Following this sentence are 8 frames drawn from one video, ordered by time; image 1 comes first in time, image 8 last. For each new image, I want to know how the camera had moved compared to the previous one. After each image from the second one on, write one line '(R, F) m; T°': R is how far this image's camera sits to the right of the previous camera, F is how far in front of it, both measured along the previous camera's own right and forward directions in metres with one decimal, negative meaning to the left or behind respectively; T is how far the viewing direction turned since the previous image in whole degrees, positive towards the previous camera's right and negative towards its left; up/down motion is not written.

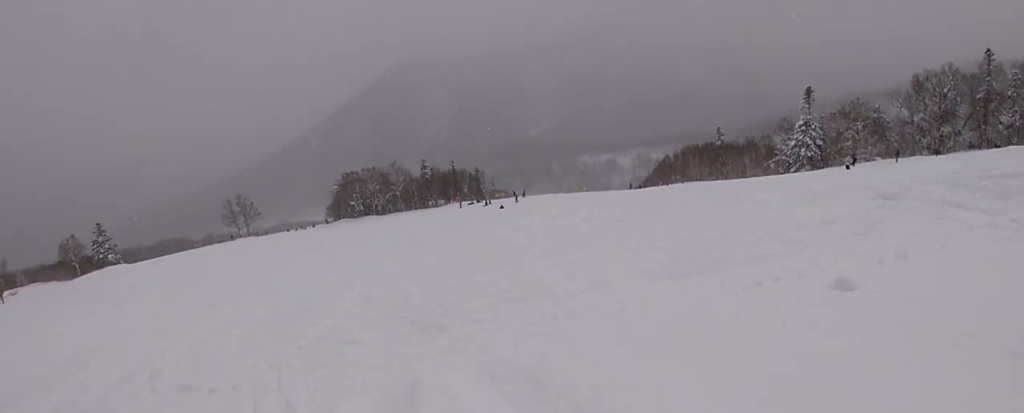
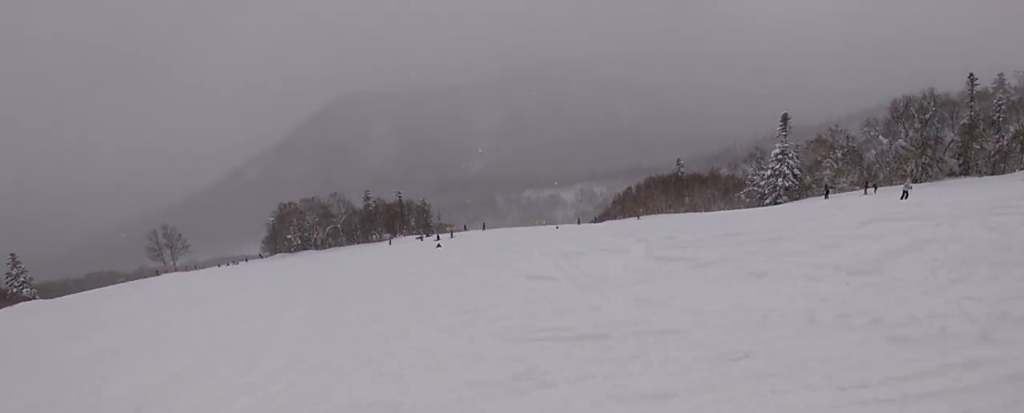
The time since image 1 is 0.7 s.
(-0.2, +10.0) m; -4°
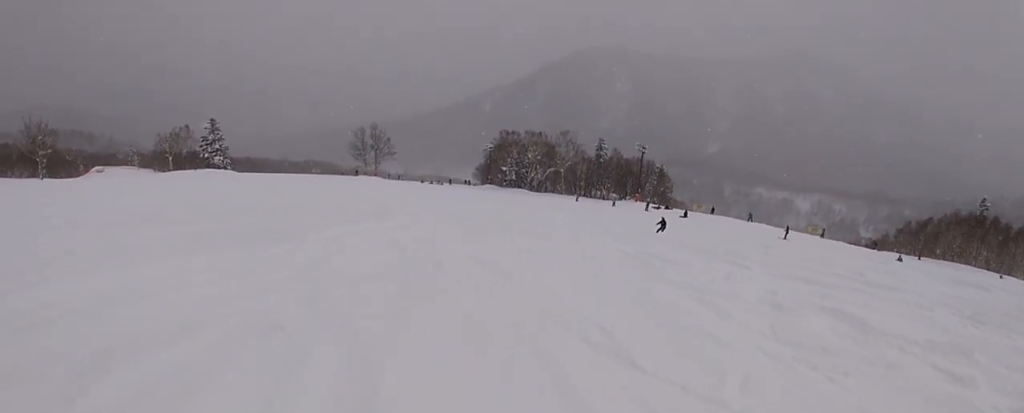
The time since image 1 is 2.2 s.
(-1.6, +19.8) m; -9°
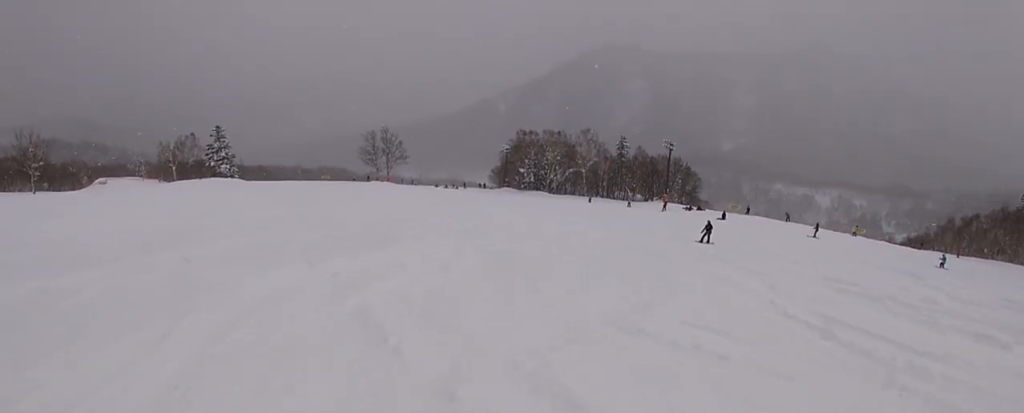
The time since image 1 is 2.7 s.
(-0.1, +5.8) m; +2°
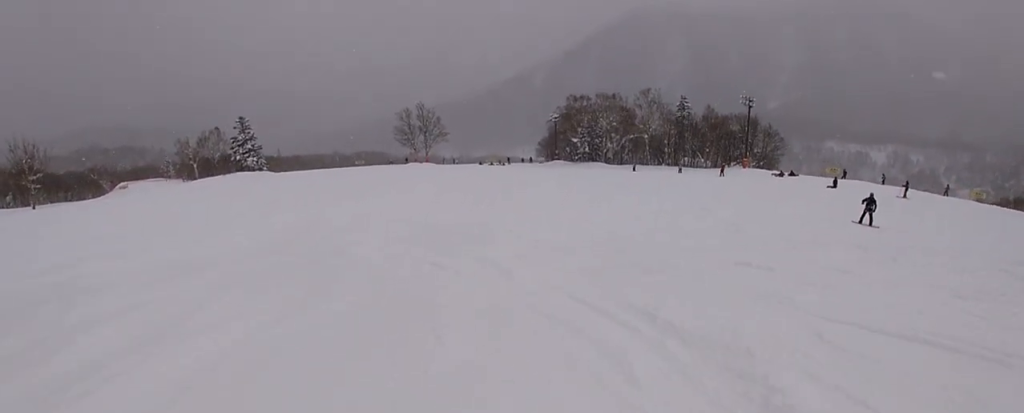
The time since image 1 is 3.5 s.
(+0.1, +11.0) m; +4°
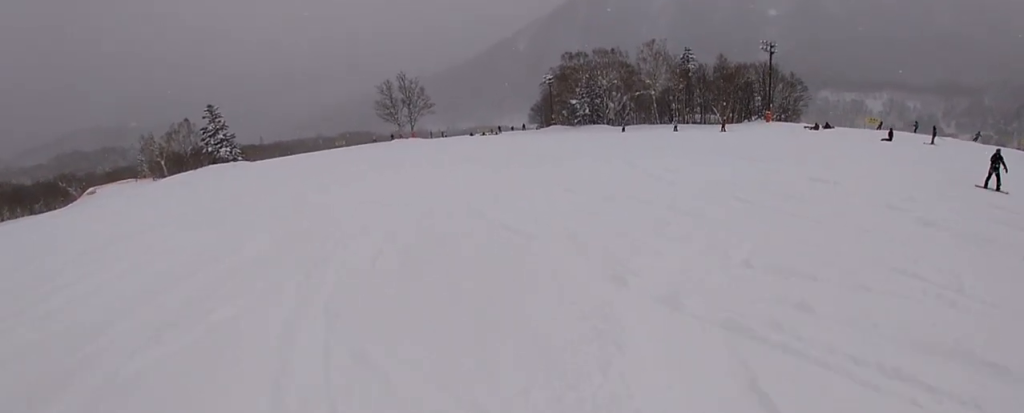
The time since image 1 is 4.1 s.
(+1.0, +8.1) m; 0°
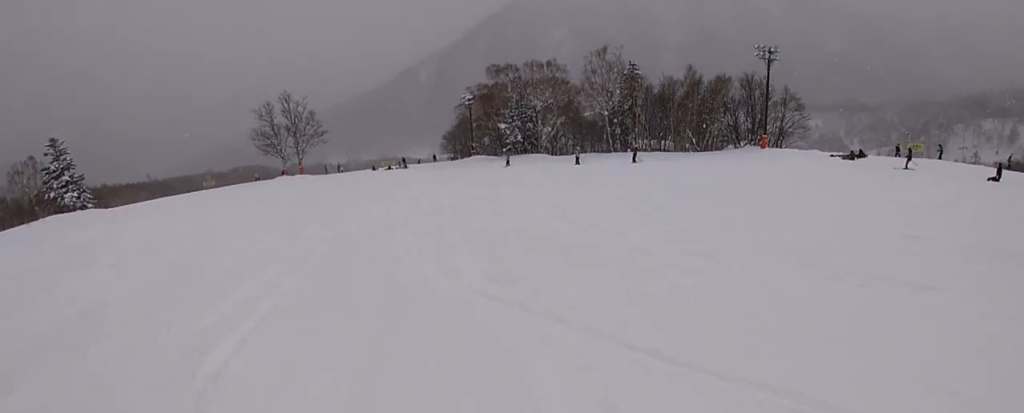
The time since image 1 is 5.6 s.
(-0.7, +19.9) m; +4°
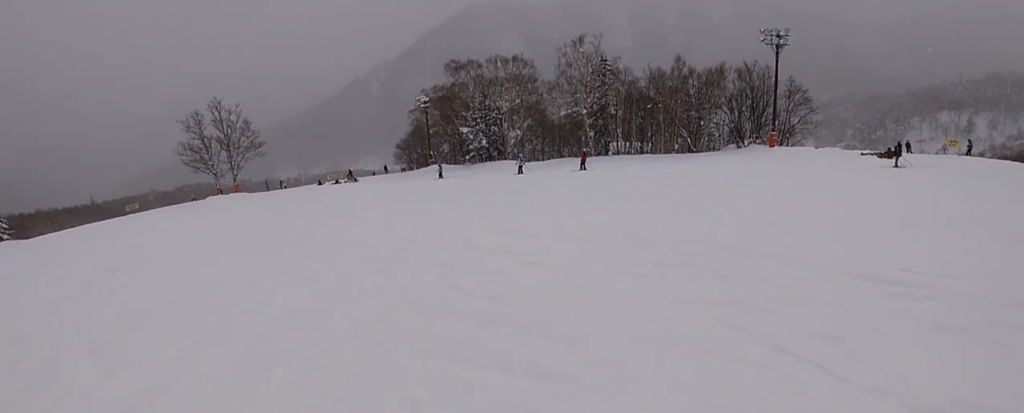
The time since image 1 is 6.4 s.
(+0.8, +9.1) m; +5°
